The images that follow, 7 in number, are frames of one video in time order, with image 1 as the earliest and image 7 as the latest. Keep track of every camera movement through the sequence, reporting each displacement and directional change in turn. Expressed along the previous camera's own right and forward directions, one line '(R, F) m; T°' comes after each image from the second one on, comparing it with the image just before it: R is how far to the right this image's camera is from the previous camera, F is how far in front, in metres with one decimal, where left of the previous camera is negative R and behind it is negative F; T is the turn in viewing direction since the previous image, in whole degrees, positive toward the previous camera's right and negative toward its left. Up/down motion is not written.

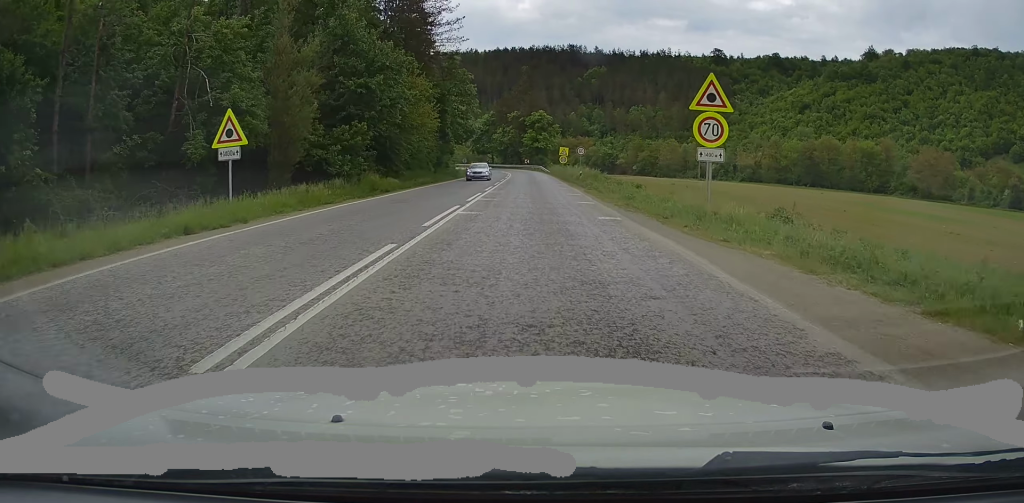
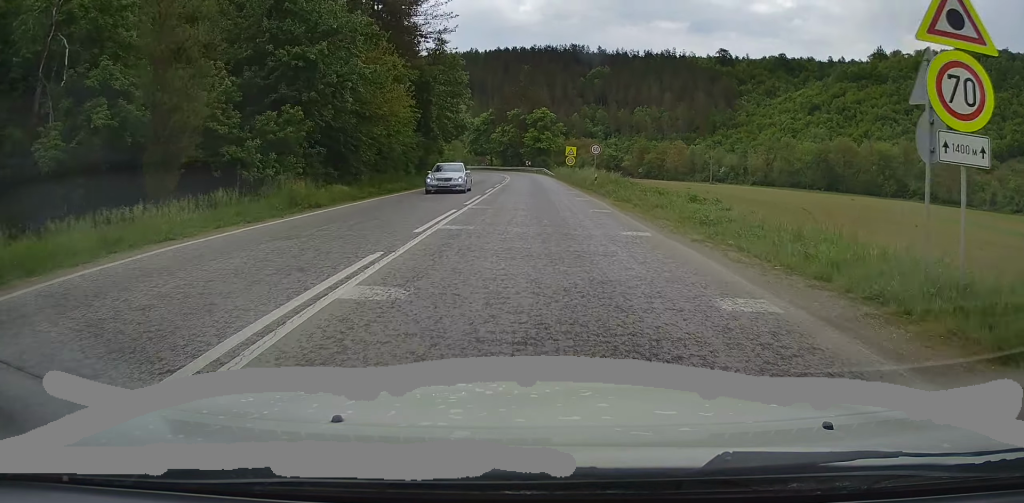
(+0.1, +10.2) m; 0°
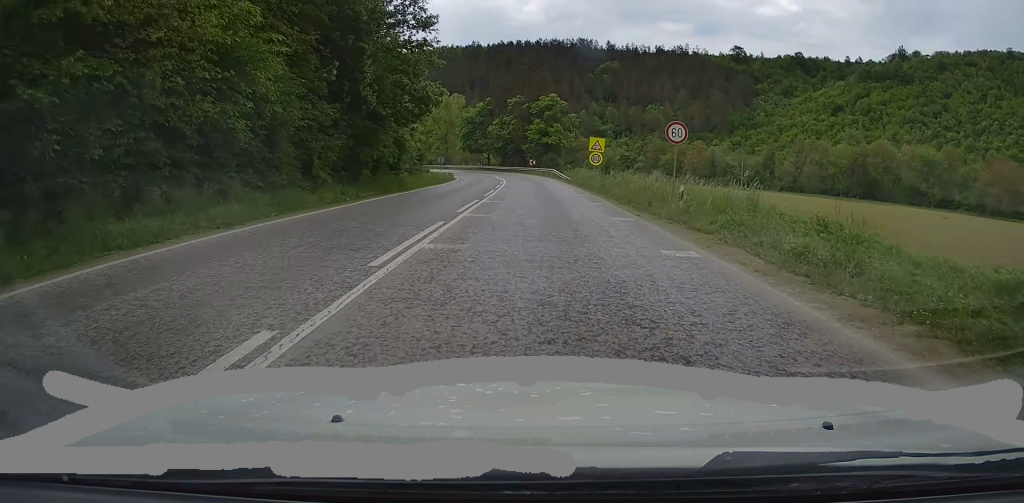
(0.0, +22.1) m; -1°
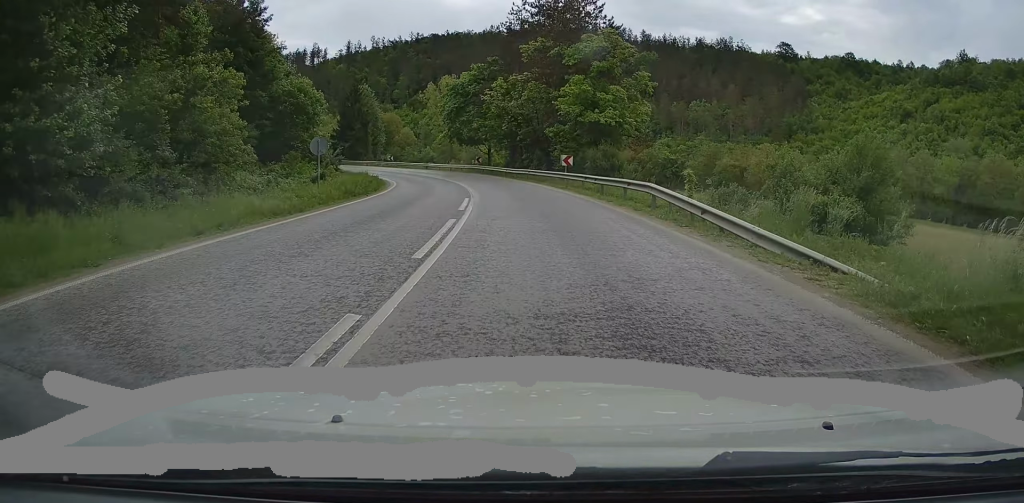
(-0.9, +44.4) m; -3°
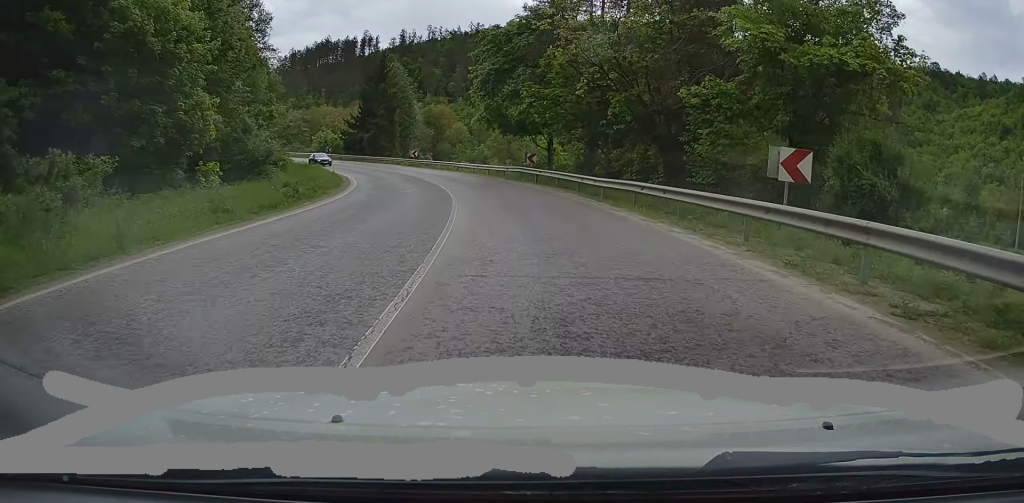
(-1.0, +27.3) m; -6°
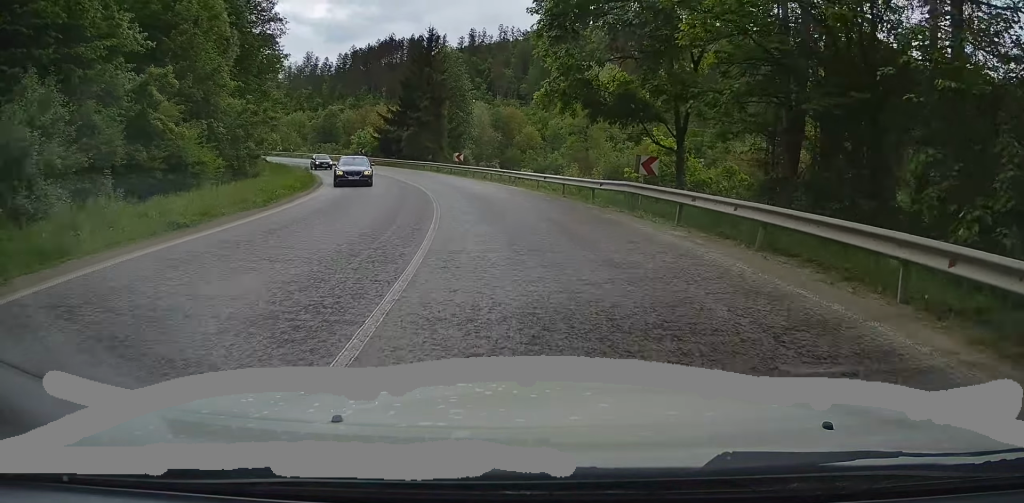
(-1.1, +20.5) m; -7°
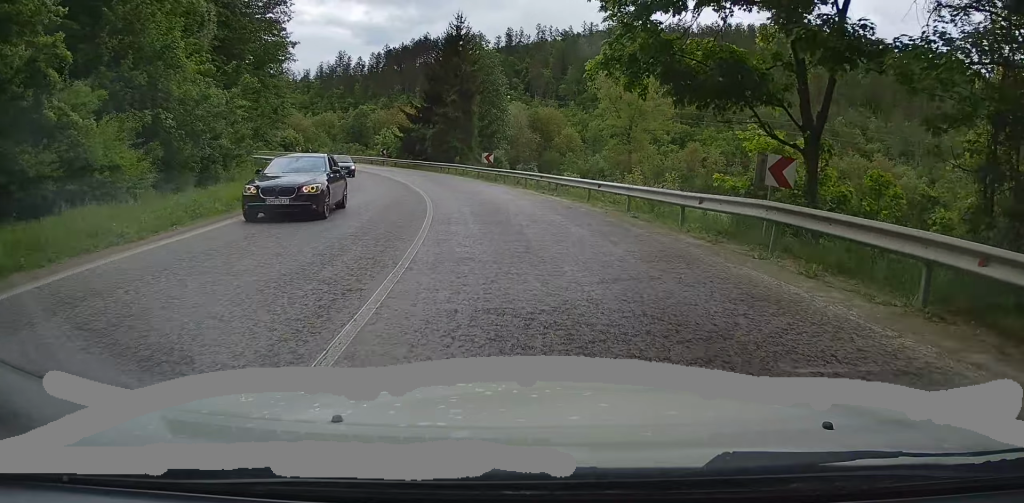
(-0.5, +8.1) m; -3°
